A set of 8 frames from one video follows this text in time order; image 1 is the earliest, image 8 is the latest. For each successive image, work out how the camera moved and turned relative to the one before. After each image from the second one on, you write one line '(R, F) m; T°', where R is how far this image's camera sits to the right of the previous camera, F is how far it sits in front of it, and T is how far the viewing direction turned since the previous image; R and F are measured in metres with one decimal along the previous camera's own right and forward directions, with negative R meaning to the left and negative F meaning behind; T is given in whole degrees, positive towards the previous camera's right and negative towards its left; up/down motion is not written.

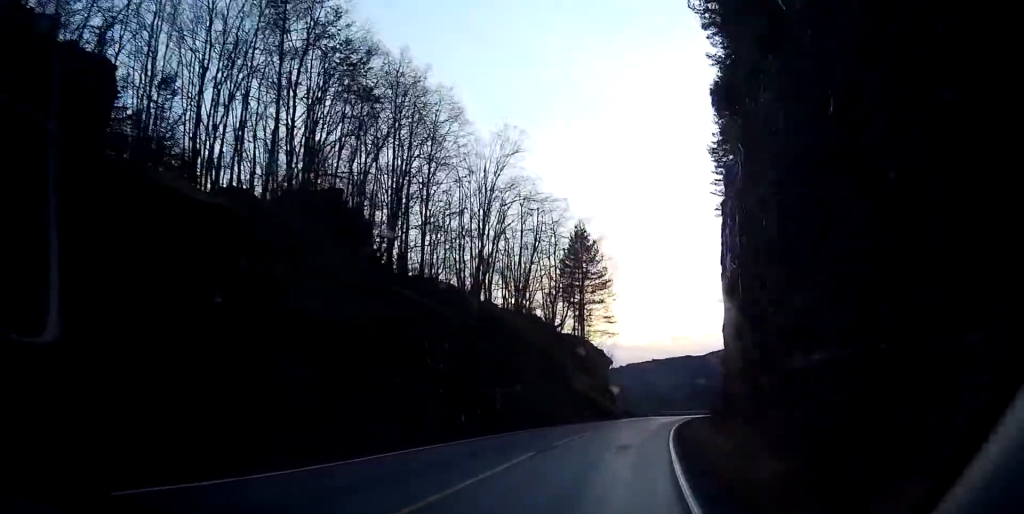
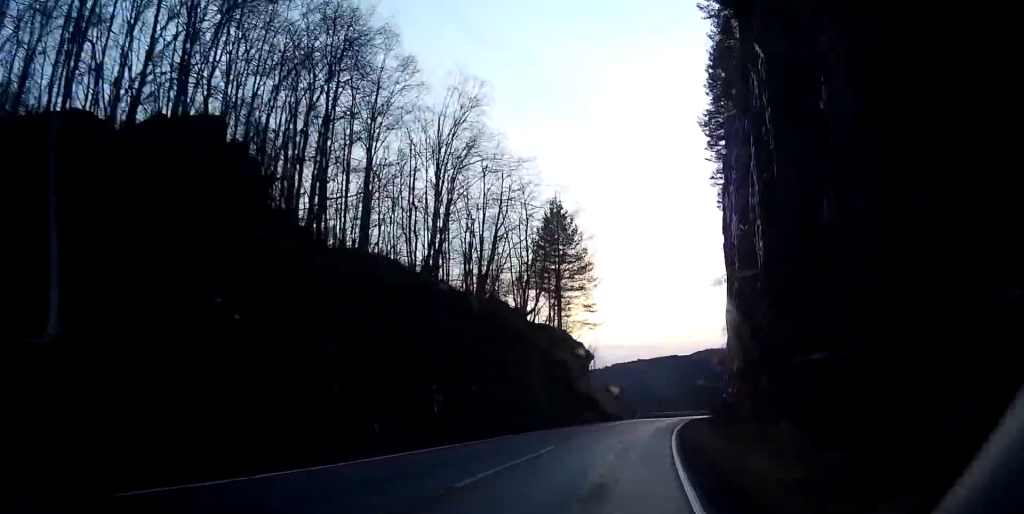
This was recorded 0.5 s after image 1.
(0.0, +9.0) m; +1°
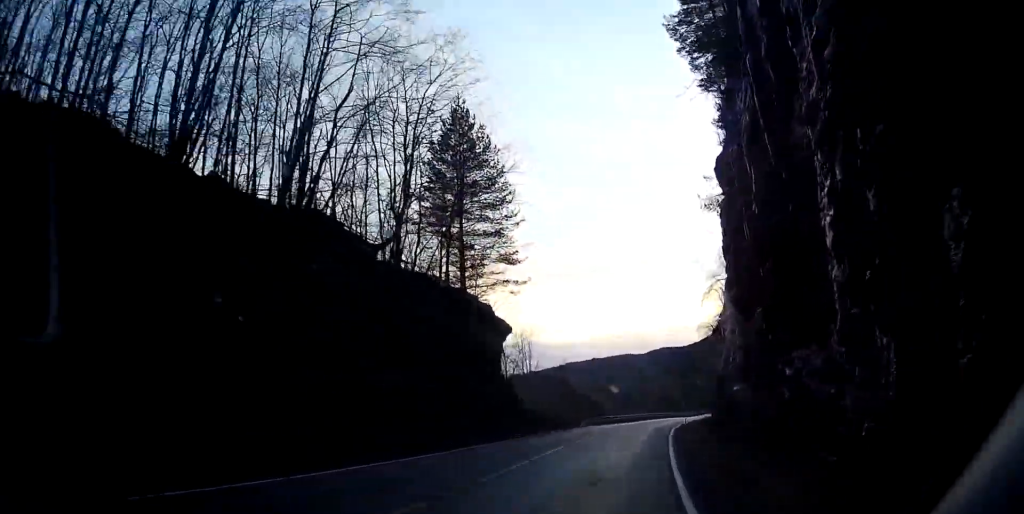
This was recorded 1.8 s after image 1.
(+0.5, +22.4) m; +2°
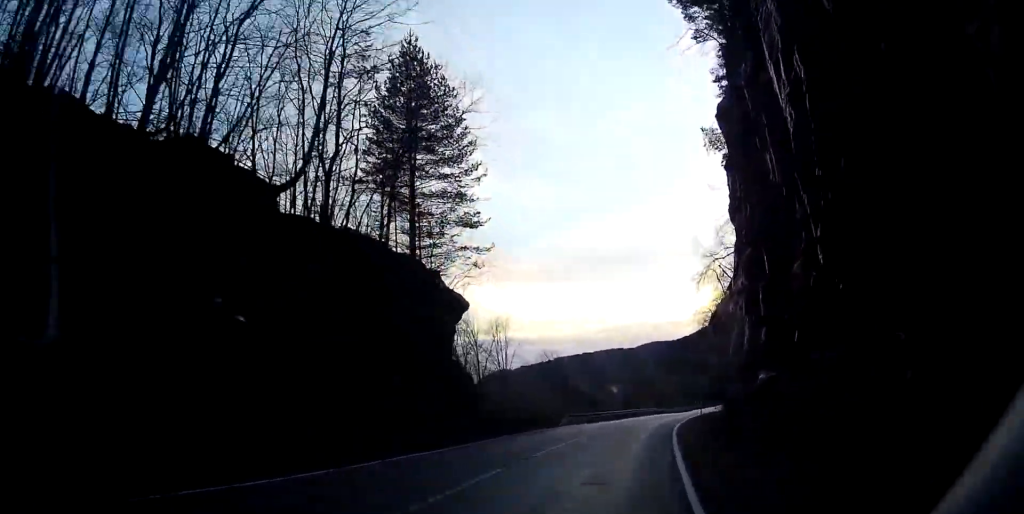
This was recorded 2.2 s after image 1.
(0.0, +7.7) m; 0°
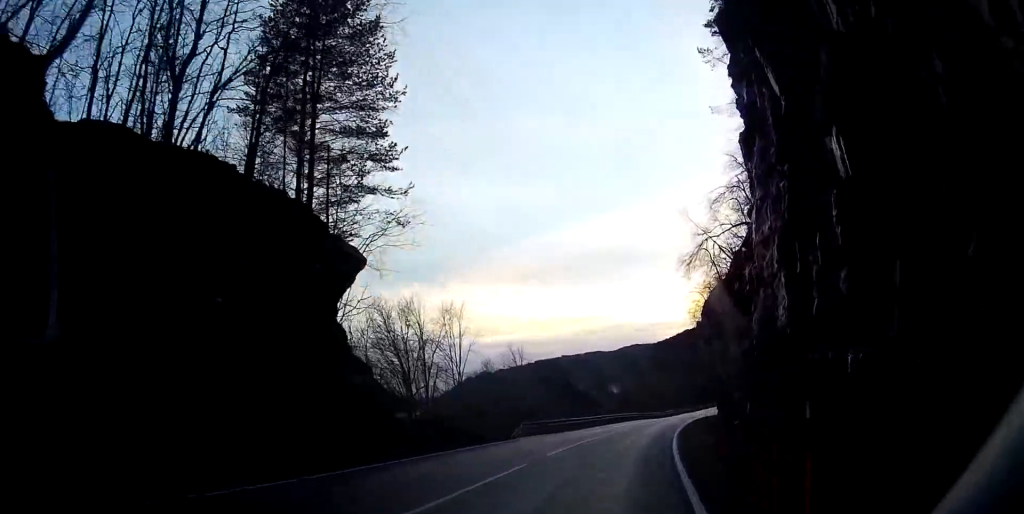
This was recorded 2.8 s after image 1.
(+0.1, +10.2) m; +1°
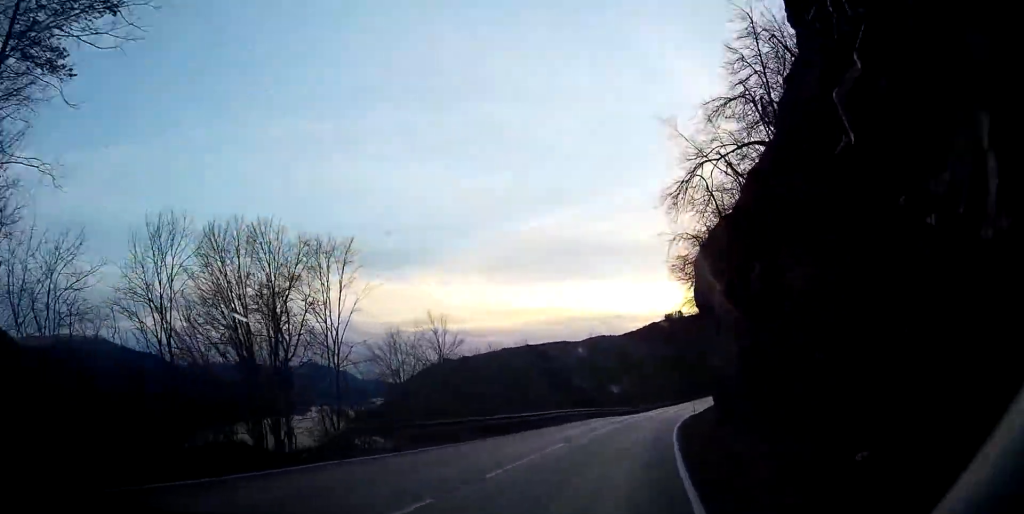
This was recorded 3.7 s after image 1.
(+0.4, +17.7) m; +4°
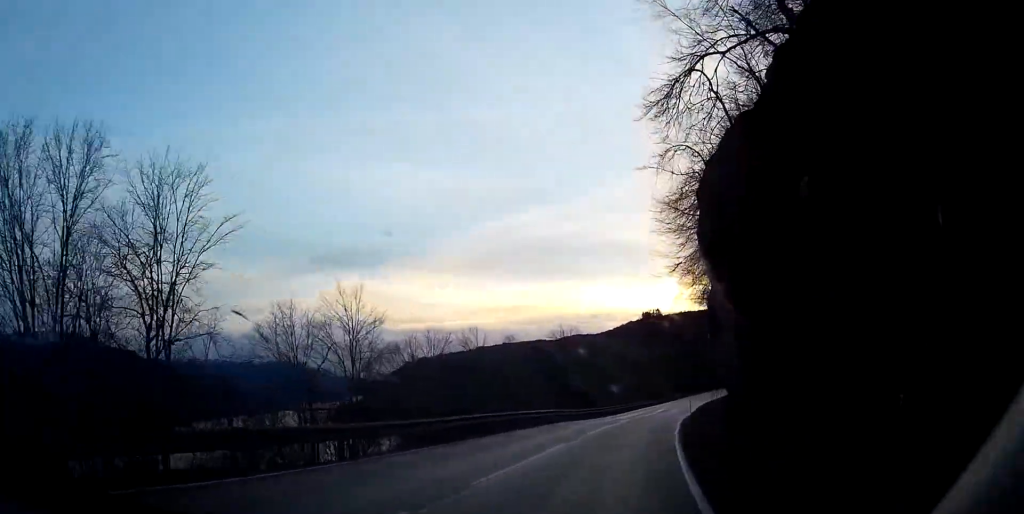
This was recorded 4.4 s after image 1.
(+0.4, +13.1) m; +3°
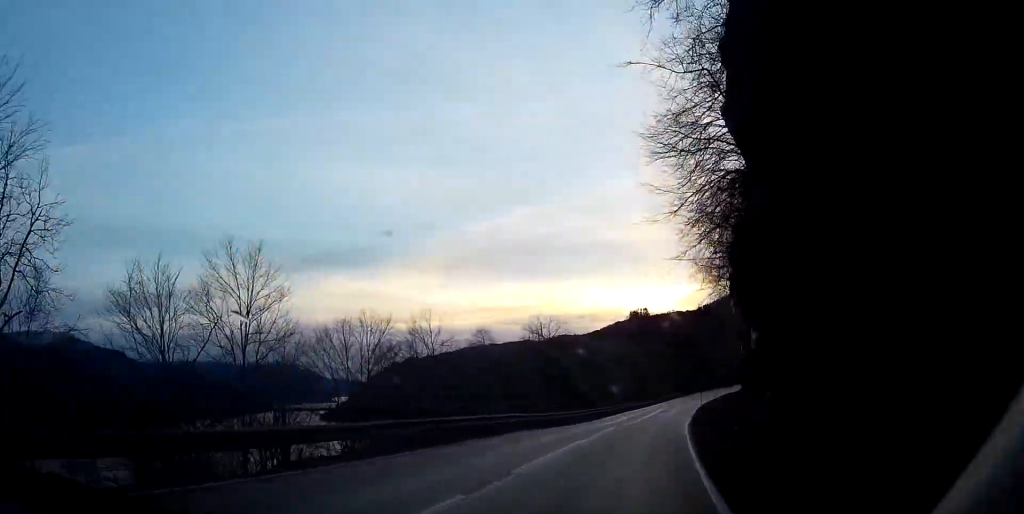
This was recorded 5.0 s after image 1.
(+0.2, +10.7) m; 0°
